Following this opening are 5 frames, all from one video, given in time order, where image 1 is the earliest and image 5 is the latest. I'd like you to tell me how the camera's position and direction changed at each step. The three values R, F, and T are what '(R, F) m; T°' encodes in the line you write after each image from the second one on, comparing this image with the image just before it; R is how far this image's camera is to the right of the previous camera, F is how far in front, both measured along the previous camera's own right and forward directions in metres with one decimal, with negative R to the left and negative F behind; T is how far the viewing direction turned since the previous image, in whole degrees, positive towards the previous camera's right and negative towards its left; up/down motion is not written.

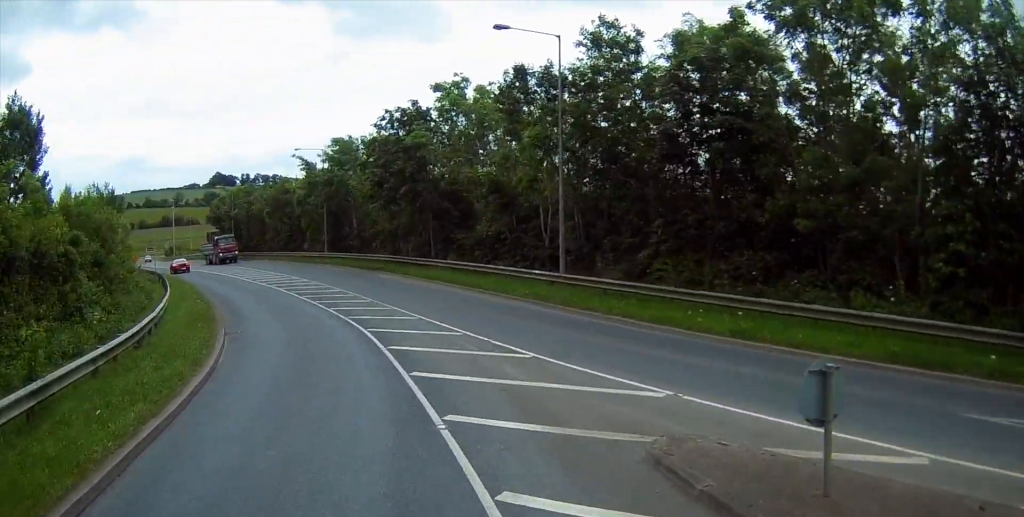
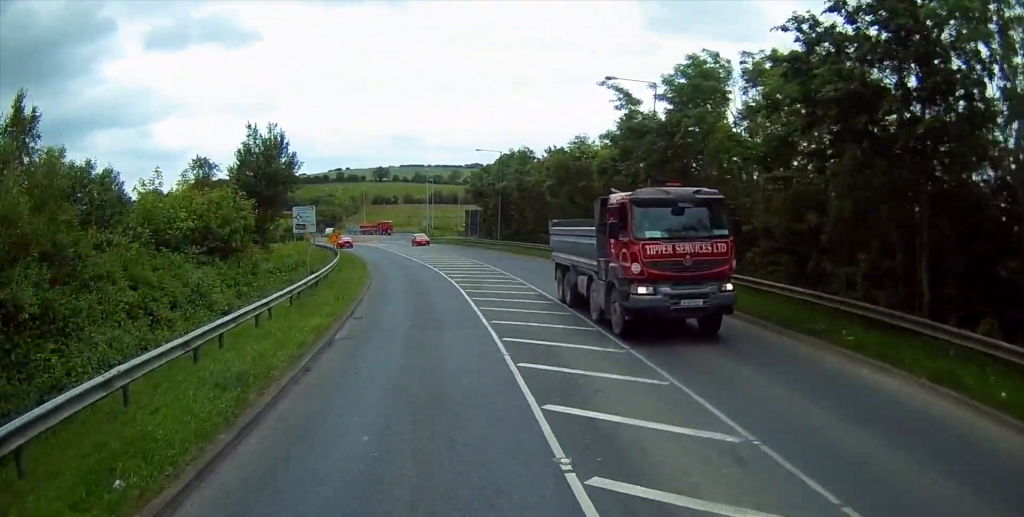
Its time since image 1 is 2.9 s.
(-4.8, +21.0) m; -22°
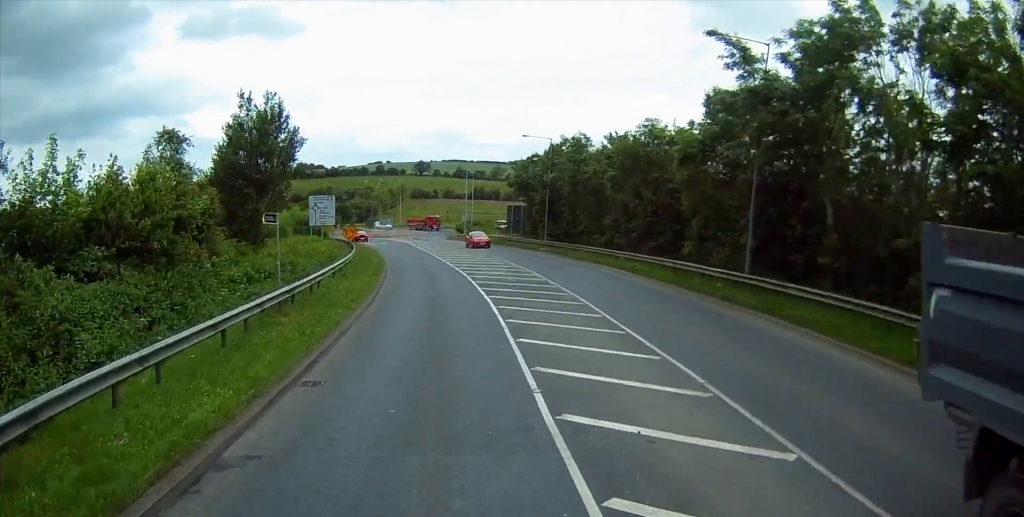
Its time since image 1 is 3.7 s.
(-0.4, +7.6) m; -4°
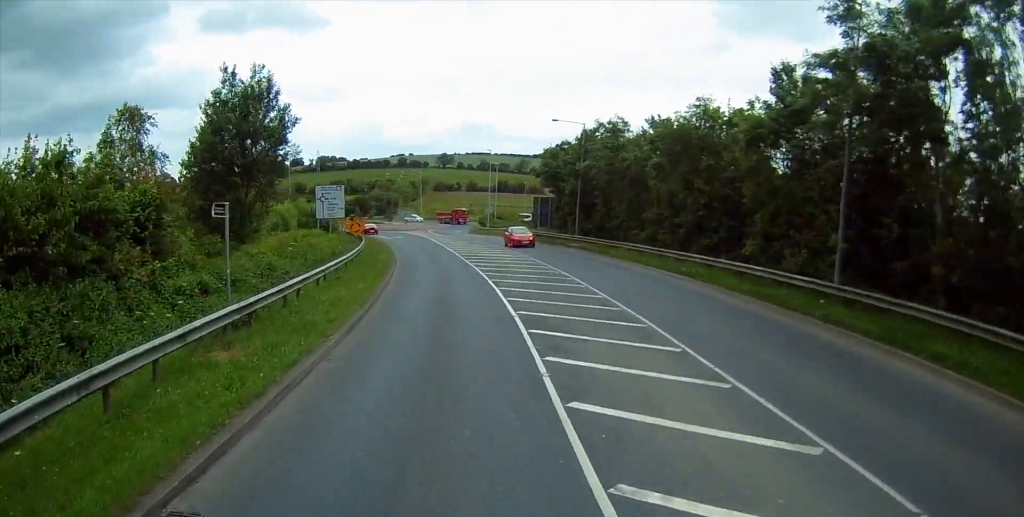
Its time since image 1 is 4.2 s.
(+0.1, +4.9) m; -2°
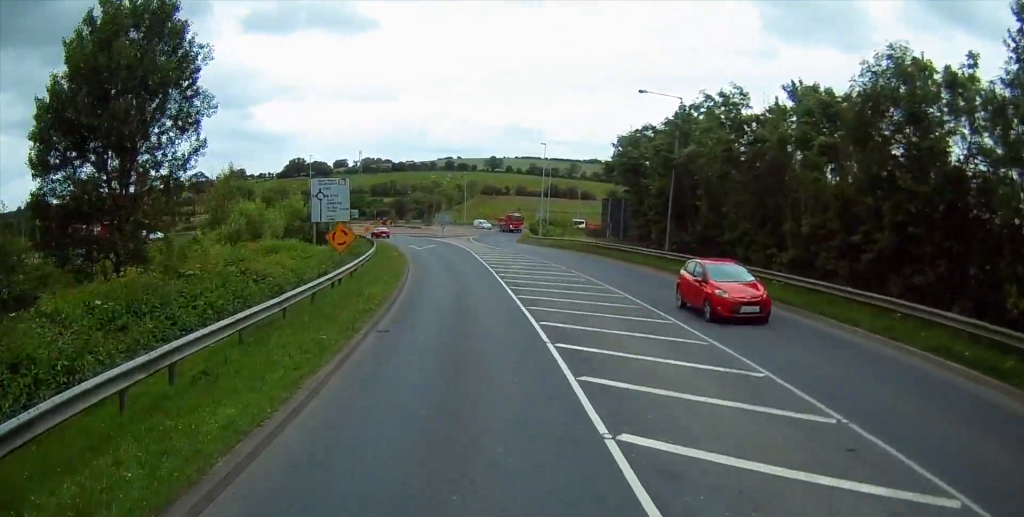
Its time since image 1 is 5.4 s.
(-0.9, +13.9) m; -6°
